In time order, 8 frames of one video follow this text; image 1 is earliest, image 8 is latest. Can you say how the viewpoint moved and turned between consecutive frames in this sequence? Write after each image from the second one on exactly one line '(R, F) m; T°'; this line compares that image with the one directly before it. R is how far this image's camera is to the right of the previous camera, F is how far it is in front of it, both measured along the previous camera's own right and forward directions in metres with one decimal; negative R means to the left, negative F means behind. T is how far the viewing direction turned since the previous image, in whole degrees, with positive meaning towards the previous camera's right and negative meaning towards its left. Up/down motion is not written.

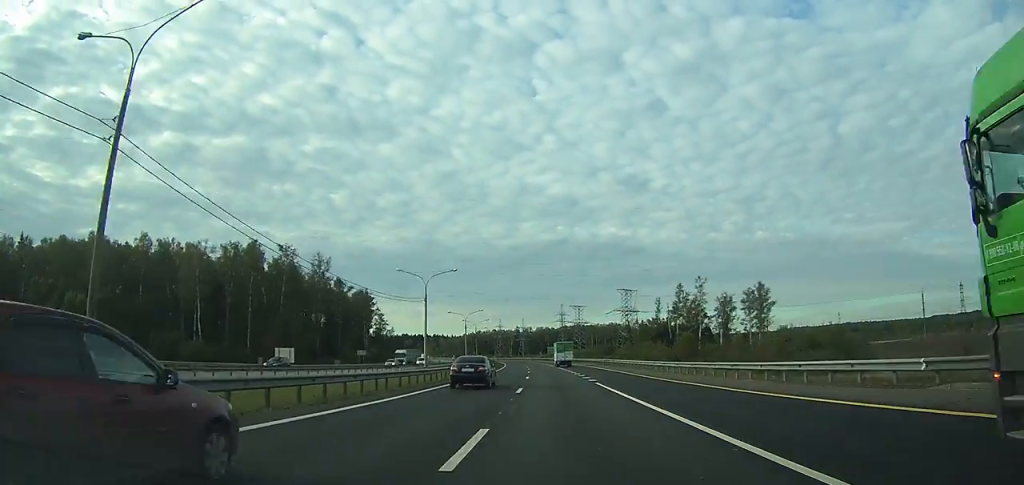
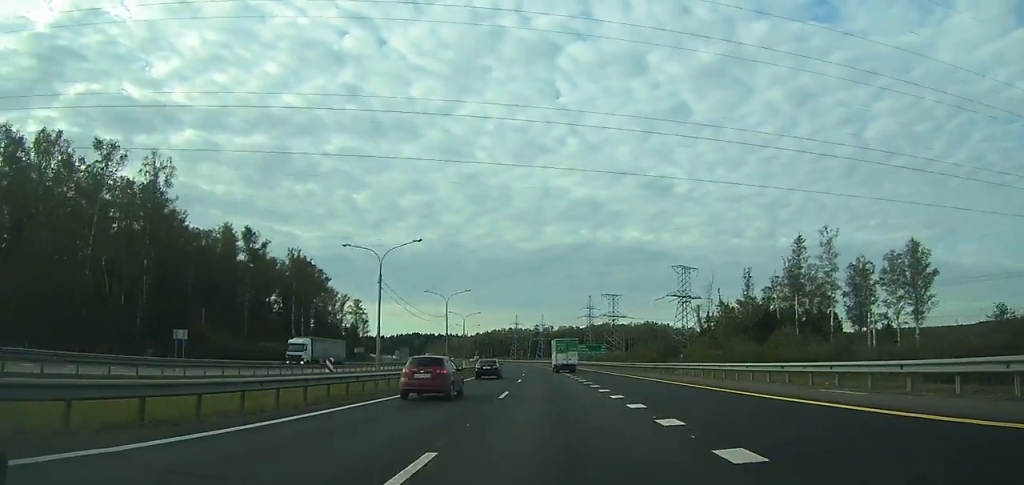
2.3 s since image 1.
(-0.3, +67.9) m; -1°
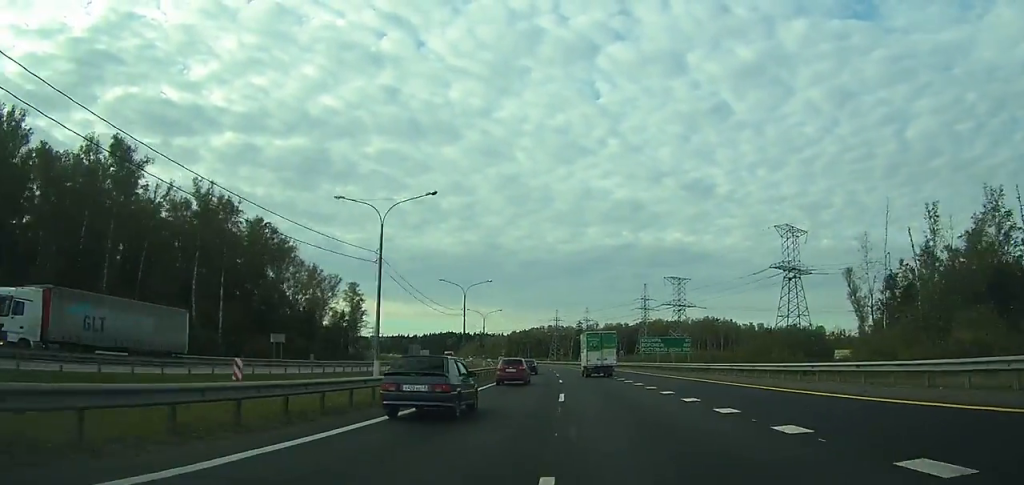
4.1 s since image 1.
(-0.7, +50.6) m; -2°
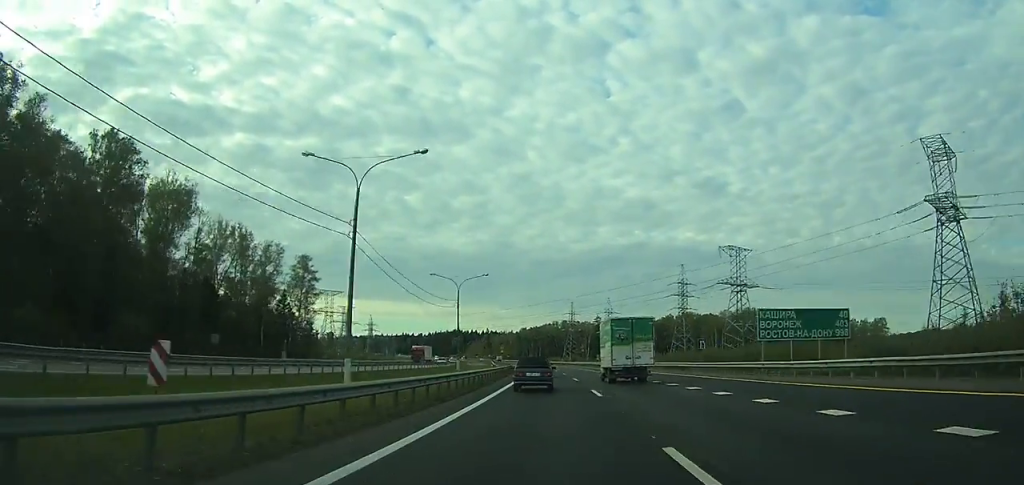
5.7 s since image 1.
(-0.8, +45.1) m; -2°
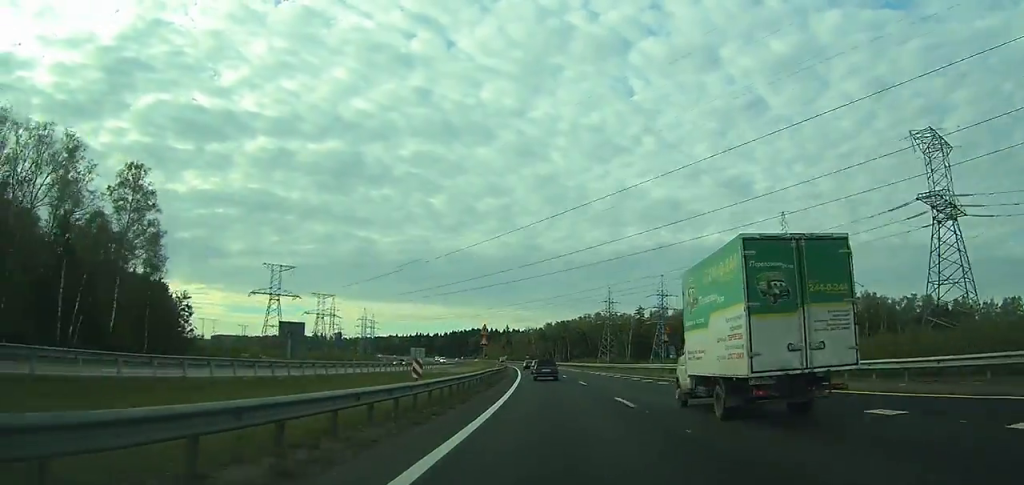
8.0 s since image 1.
(-1.4, +64.0) m; -2°
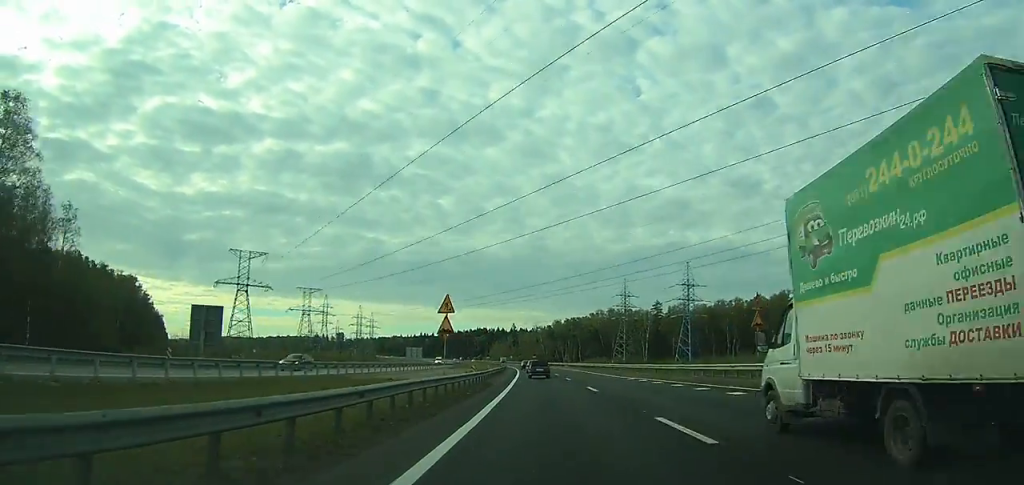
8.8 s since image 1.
(-0.1, +22.5) m; -1°
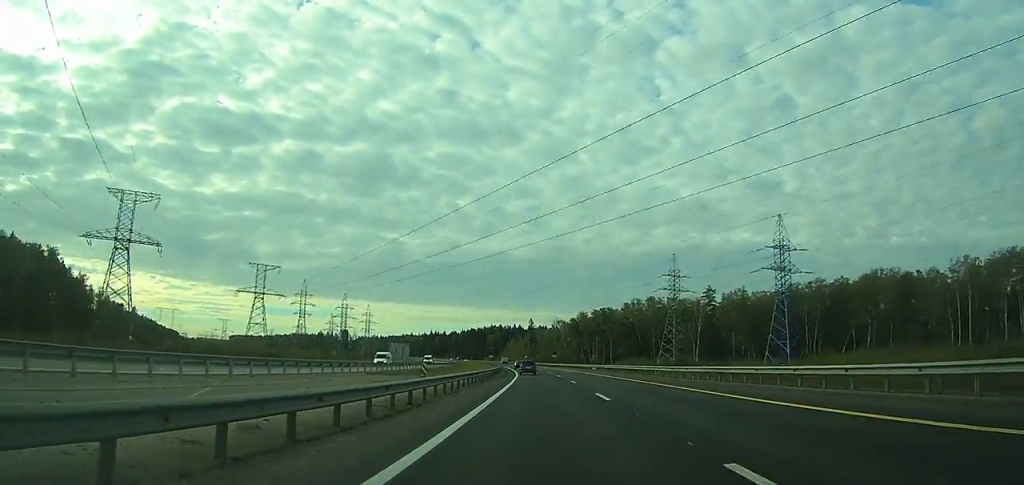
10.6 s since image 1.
(-0.7, +49.8) m; -2°
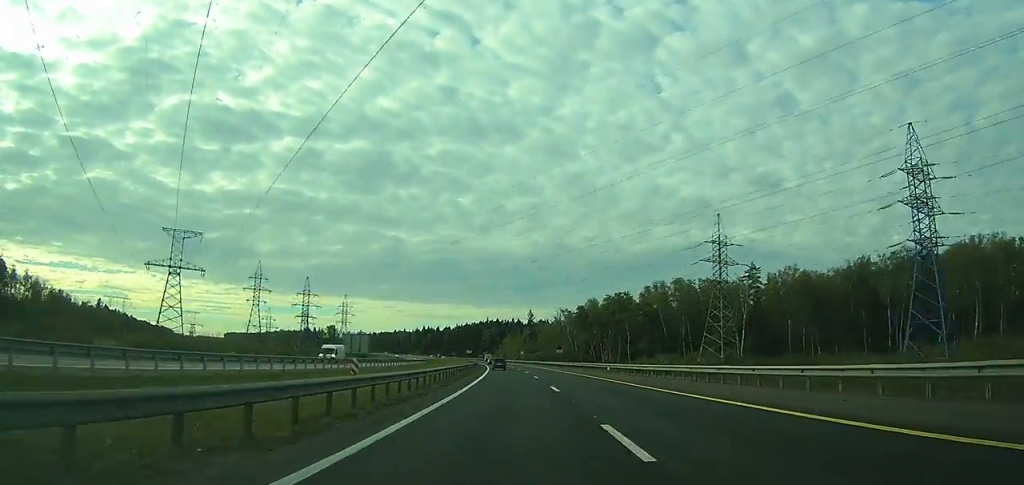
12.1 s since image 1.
(-0.5, +41.6) m; -2°
